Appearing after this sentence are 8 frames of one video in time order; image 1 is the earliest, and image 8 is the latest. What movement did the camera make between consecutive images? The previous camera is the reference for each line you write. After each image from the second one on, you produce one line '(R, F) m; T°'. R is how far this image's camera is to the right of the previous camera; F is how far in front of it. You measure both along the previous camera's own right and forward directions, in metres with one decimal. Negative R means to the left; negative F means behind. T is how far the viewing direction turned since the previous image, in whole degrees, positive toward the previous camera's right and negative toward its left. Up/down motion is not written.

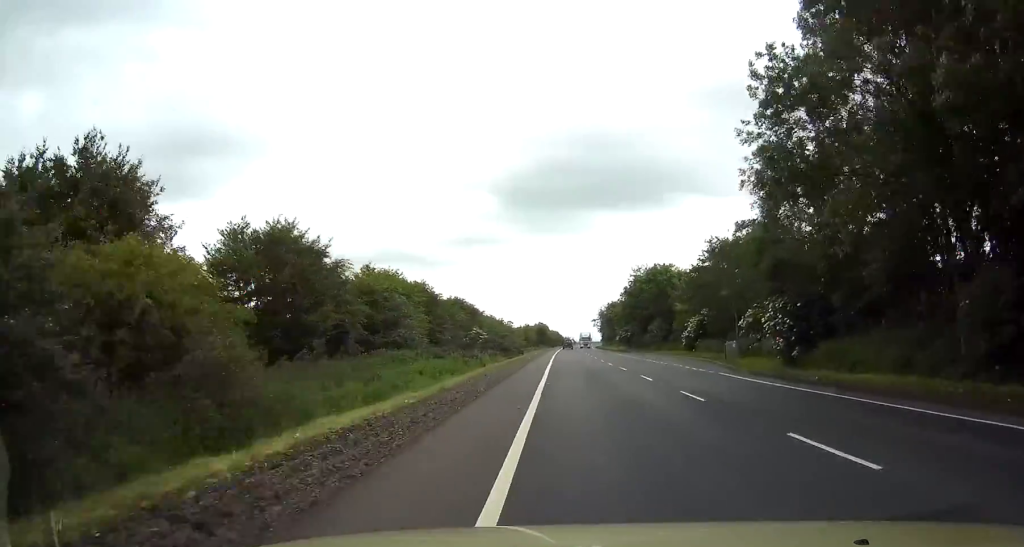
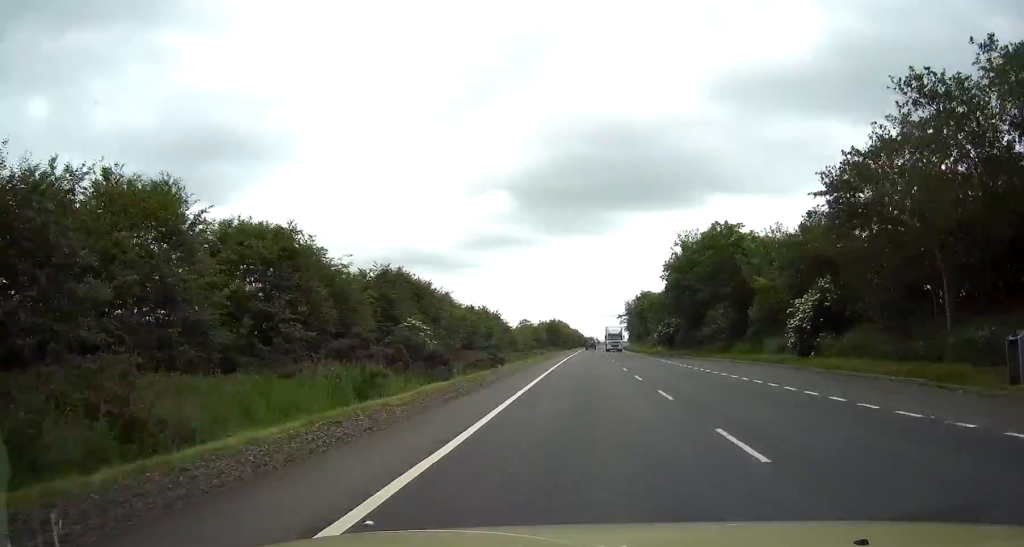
(0.0, +33.9) m; 0°
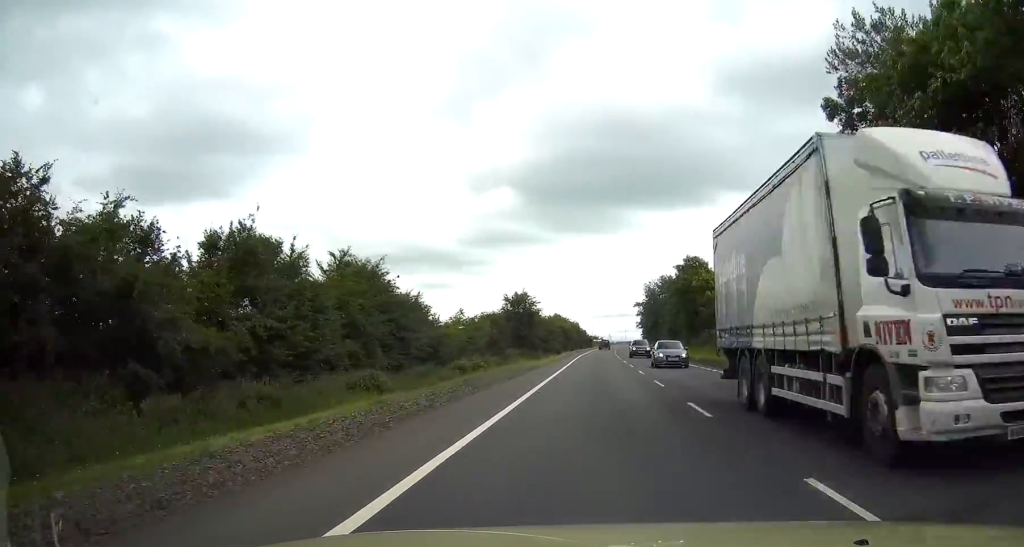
(-0.3, +56.5) m; 0°
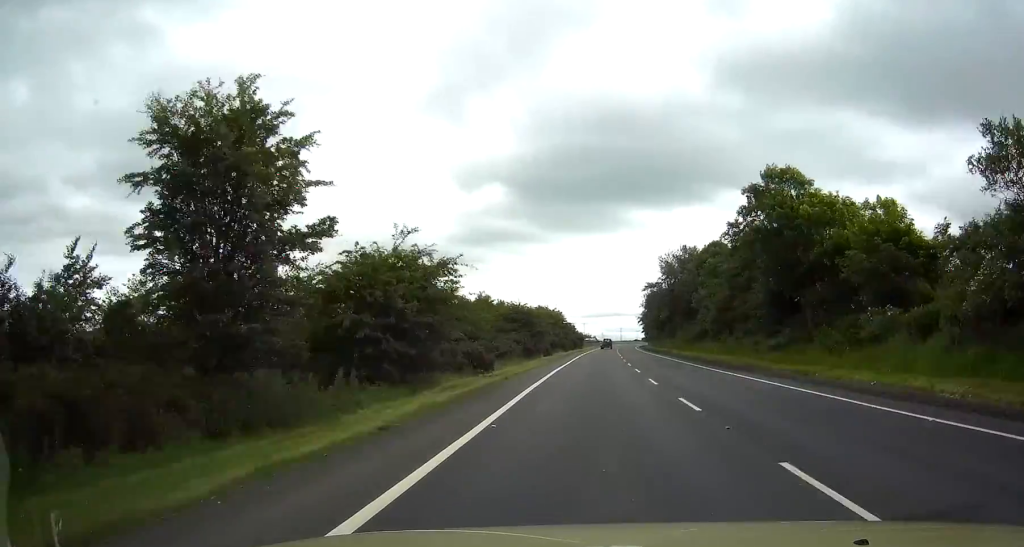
(+0.3, +43.2) m; 0°
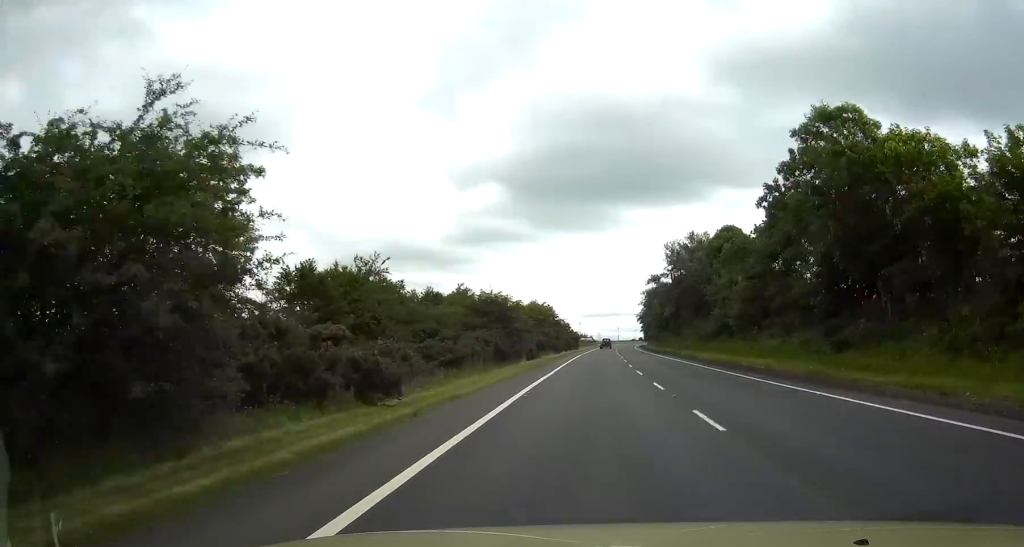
(0.0, +11.6) m; 0°
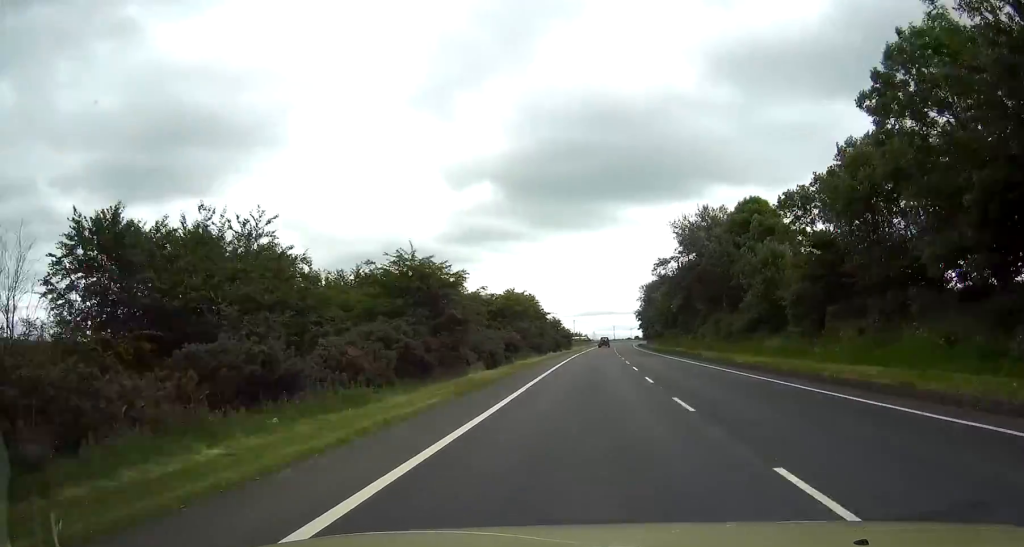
(0.0, +15.1) m; 0°
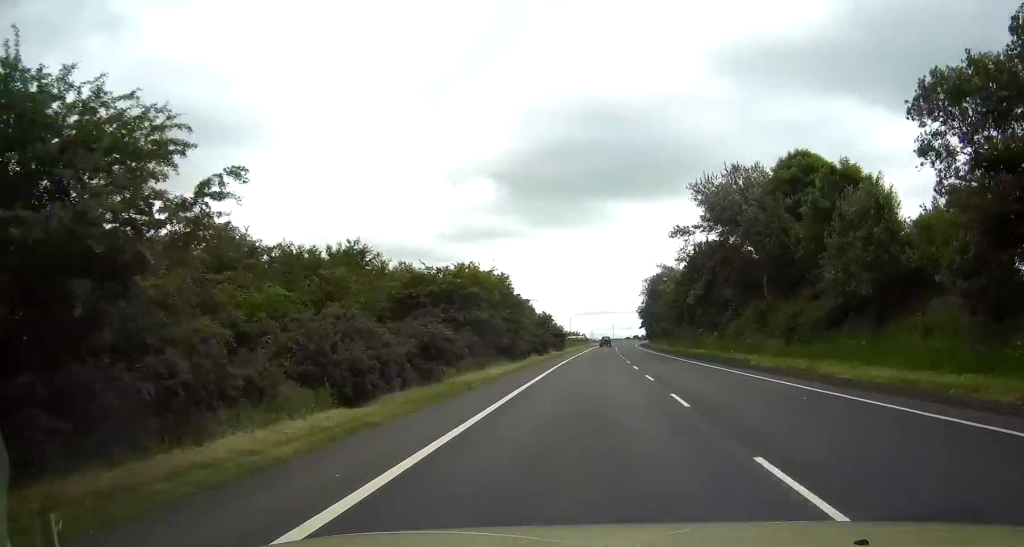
(0.0, +16.6) m; 0°
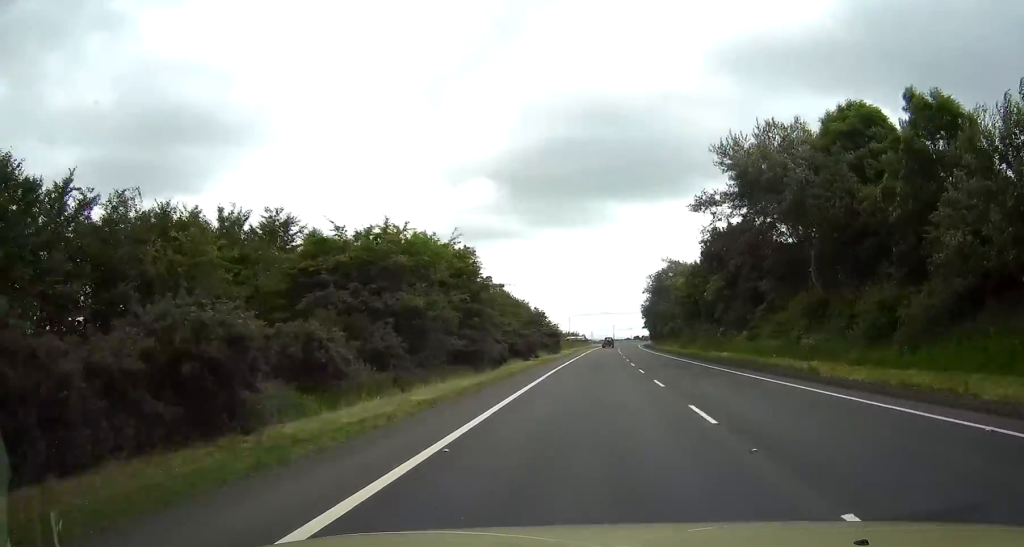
(0.0, +11.4) m; 0°
